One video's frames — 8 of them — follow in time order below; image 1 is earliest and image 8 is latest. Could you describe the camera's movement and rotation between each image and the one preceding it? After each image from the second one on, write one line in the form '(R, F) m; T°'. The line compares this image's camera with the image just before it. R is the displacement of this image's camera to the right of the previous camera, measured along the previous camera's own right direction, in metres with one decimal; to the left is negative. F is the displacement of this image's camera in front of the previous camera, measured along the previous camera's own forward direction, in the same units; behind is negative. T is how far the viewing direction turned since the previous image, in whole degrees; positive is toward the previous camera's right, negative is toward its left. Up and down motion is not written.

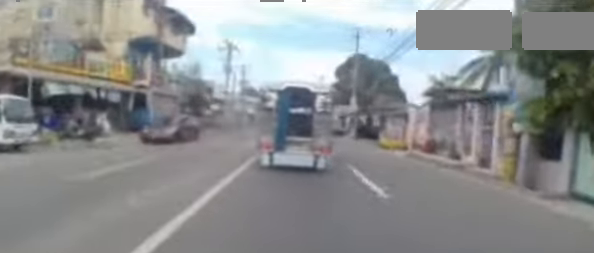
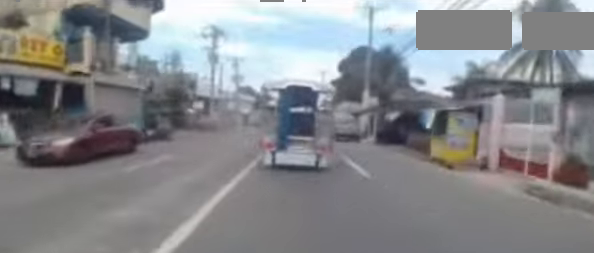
(+0.5, +7.0) m; +4°
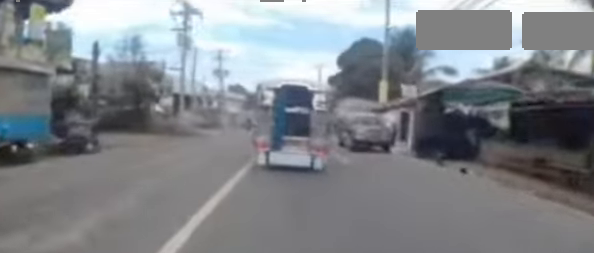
(-0.1, +7.8) m; -1°
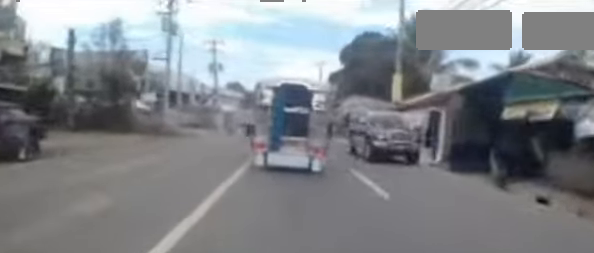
(0.0, +3.1) m; 0°
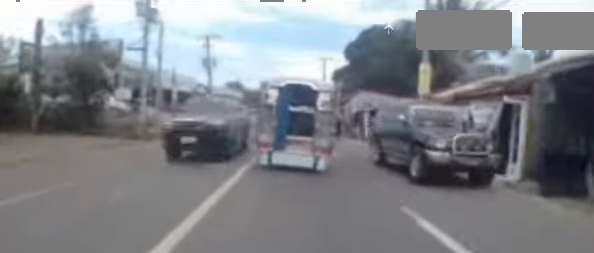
(0.0, +3.8) m; 0°
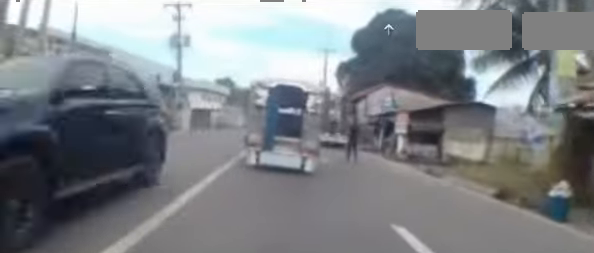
(0.0, +8.8) m; +3°
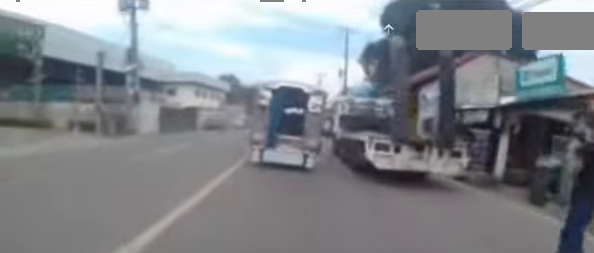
(+0.4, +10.5) m; 0°
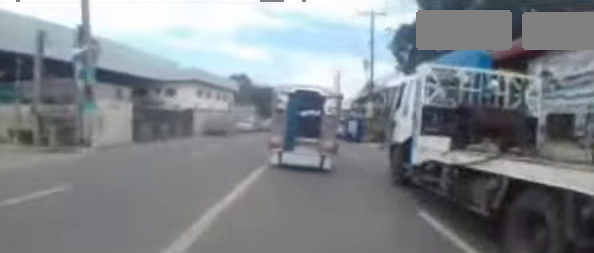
(-0.3, +6.0) m; -2°
